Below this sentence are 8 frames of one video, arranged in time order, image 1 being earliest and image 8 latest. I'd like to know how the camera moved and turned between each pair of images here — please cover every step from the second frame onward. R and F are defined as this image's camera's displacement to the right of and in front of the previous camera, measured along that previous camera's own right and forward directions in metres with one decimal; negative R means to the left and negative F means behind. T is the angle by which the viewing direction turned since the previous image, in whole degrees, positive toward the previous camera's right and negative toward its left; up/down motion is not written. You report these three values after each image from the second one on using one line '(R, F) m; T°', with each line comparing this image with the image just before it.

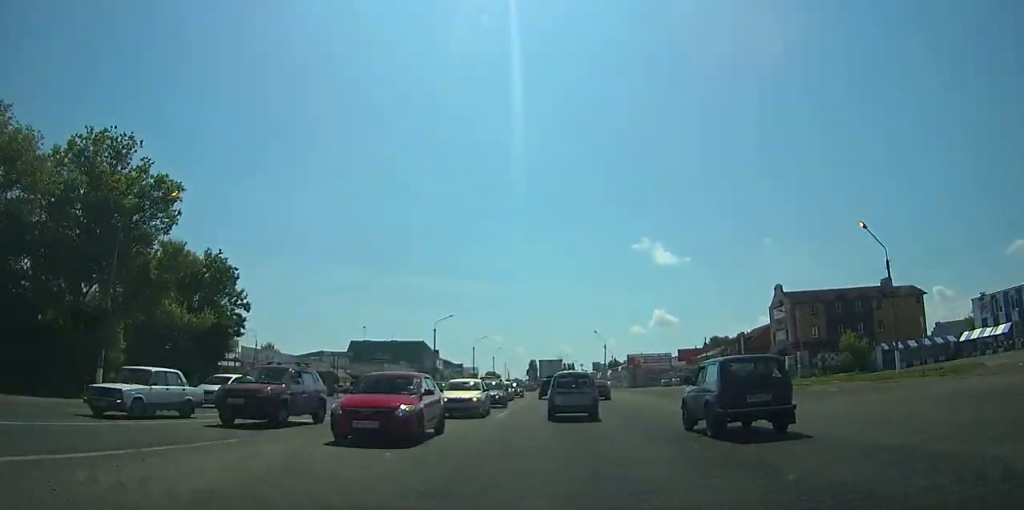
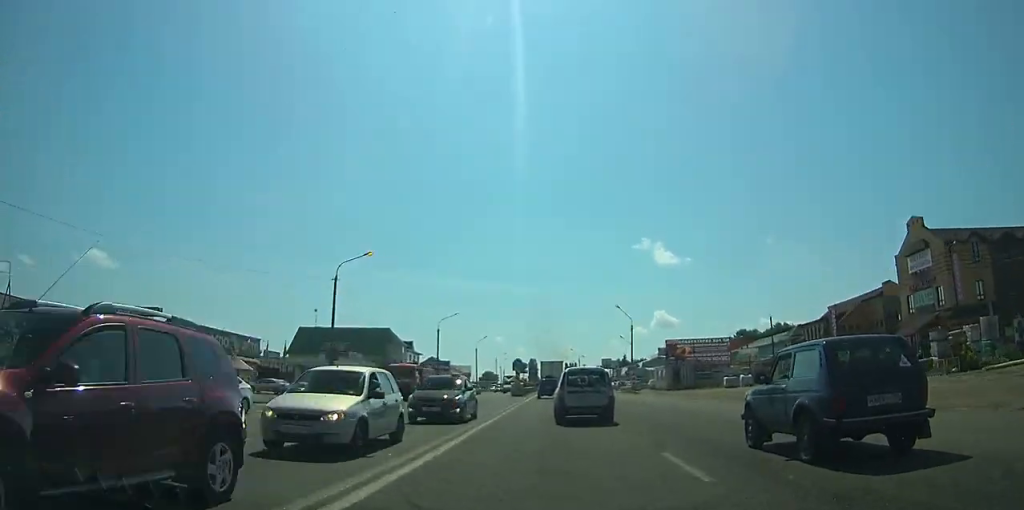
(-0.1, +34.3) m; 0°
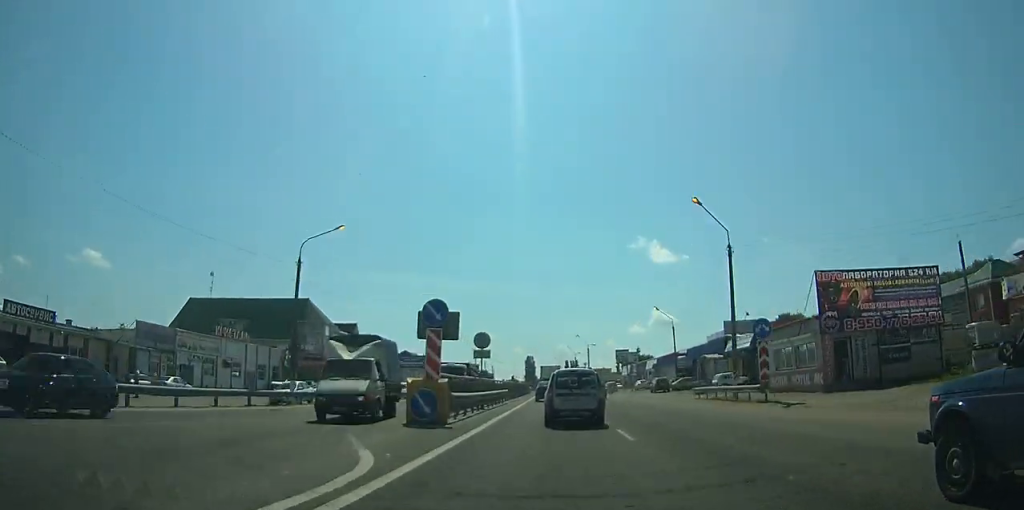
(+0.1, +42.0) m; 0°
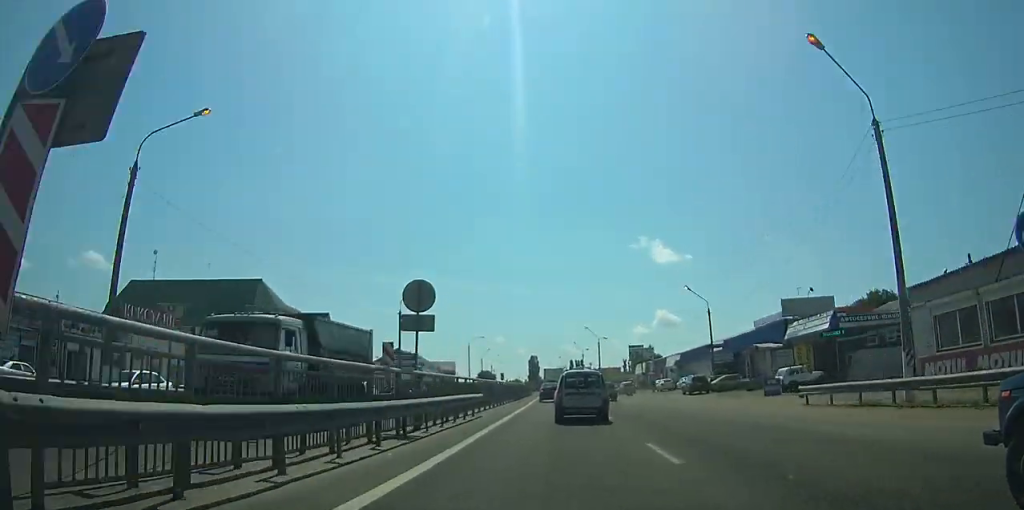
(0.0, +16.5) m; 0°
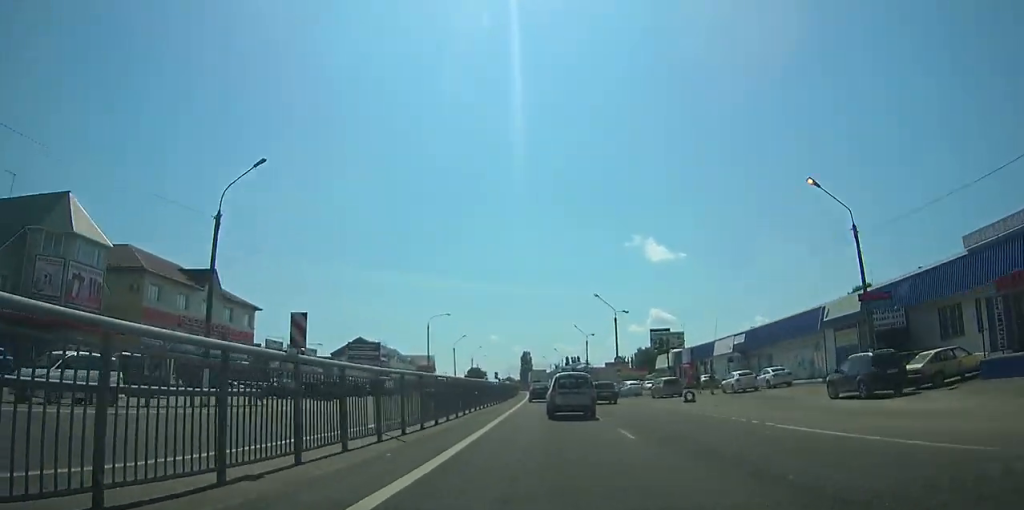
(0.0, +31.9) m; 0°
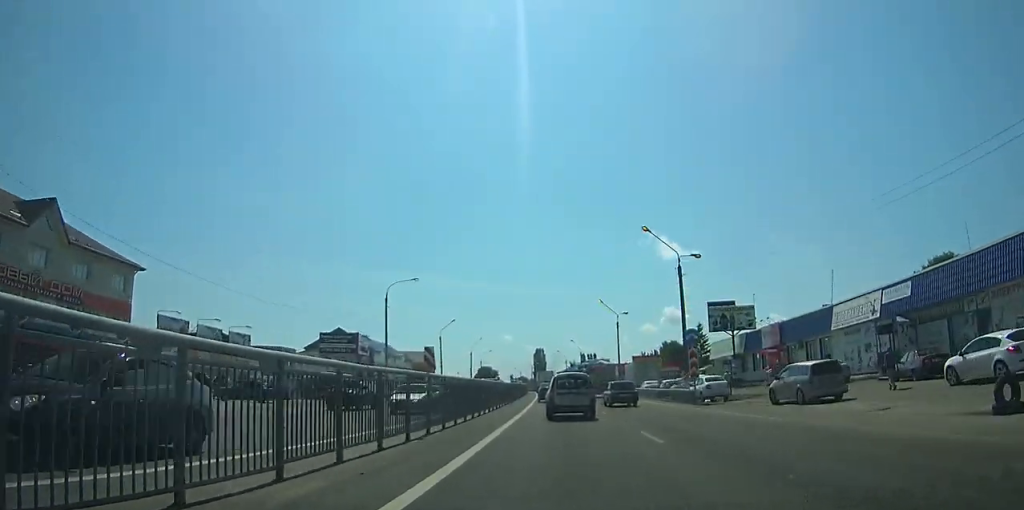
(-0.1, +24.2) m; 0°
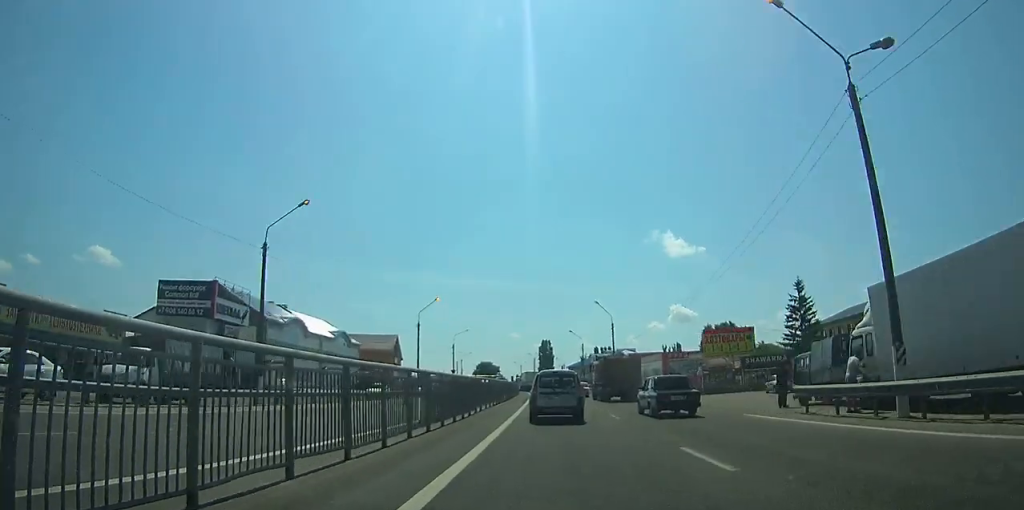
(-0.3, +51.0) m; -1°
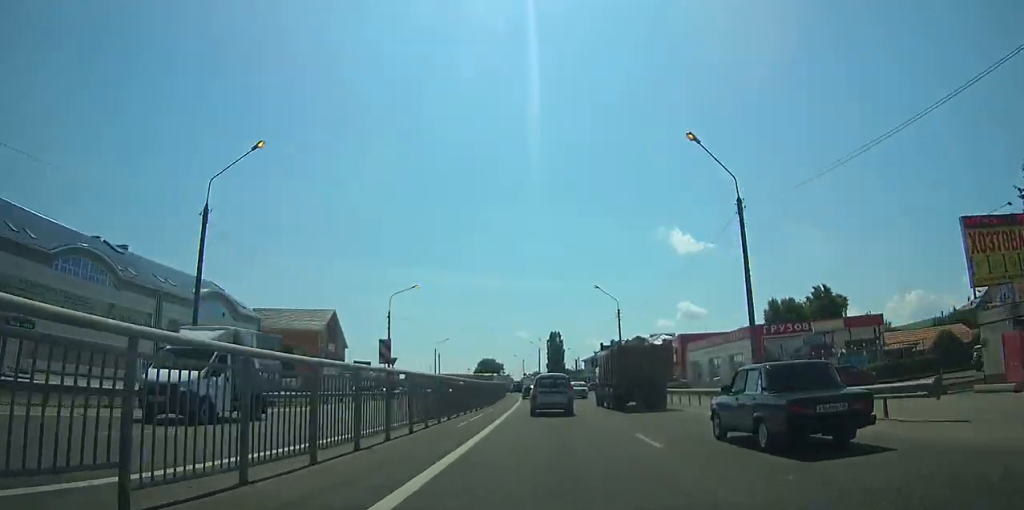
(-0.4, +47.3) m; -2°
